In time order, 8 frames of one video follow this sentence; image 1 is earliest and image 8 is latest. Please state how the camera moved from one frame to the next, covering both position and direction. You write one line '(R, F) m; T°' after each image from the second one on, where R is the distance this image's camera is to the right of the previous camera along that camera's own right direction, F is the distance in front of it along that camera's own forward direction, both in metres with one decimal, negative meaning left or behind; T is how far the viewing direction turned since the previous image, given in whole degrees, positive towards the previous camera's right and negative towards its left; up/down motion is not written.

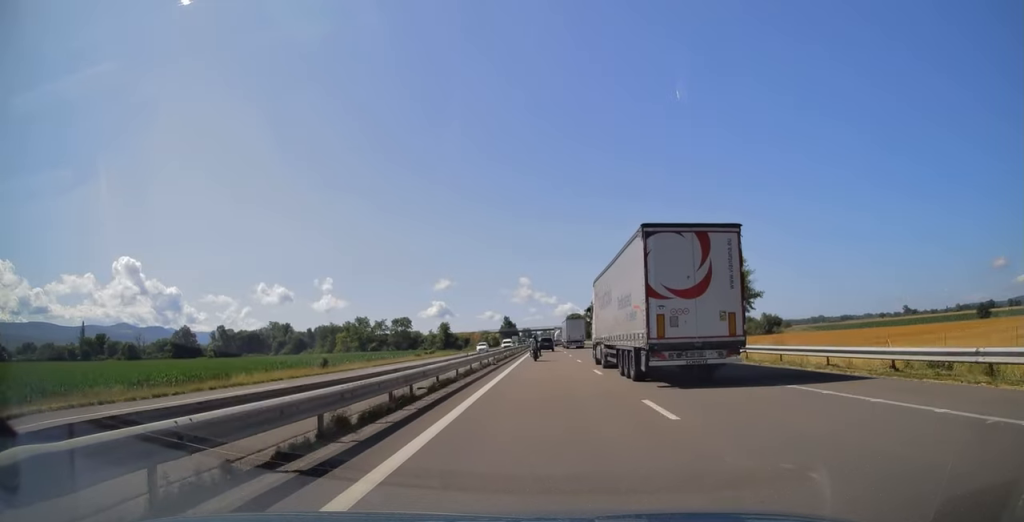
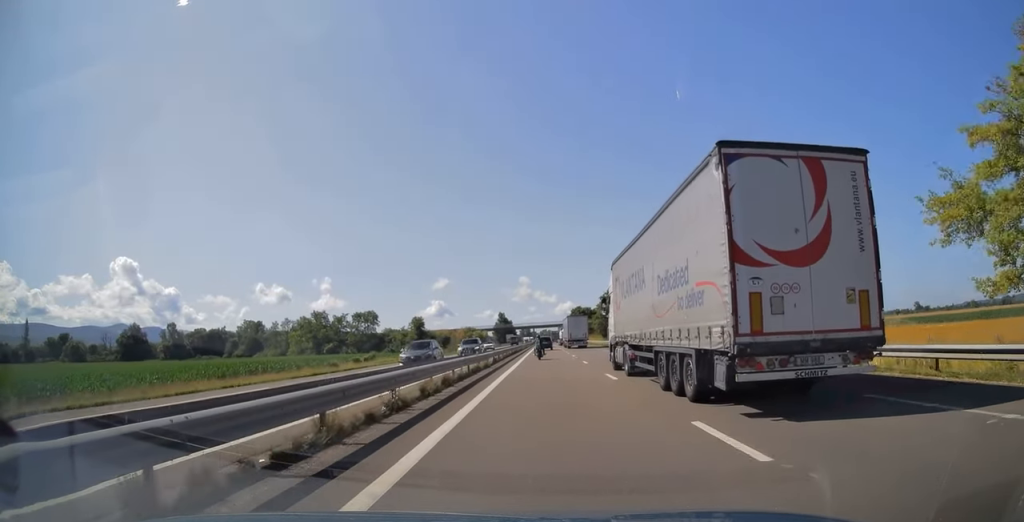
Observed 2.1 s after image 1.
(-0.1, +53.3) m; 0°
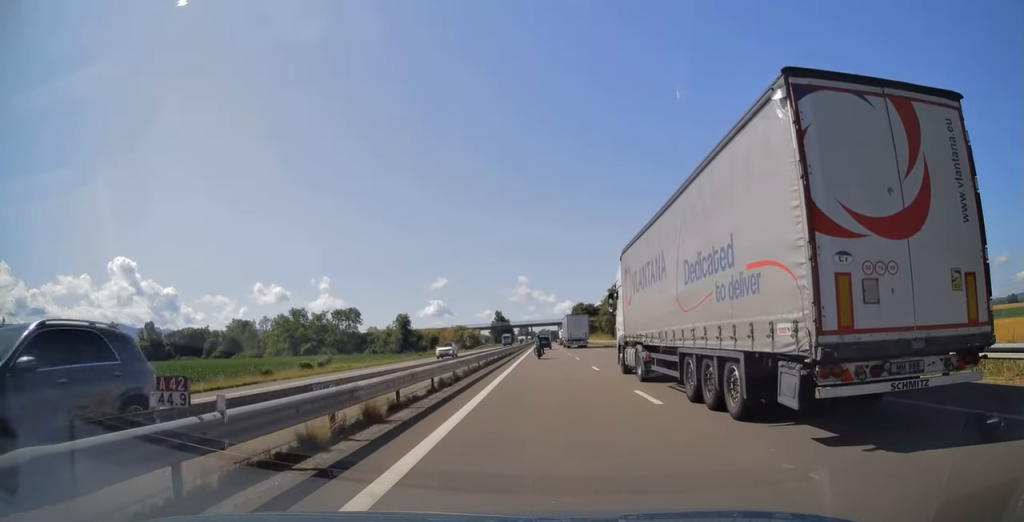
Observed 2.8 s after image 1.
(0.0, +19.5) m; 0°
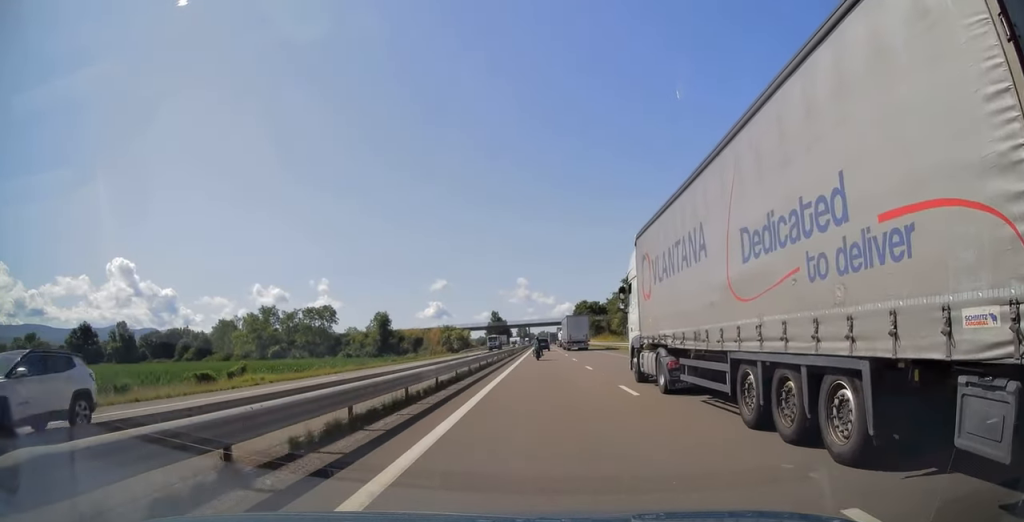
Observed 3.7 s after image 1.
(0.0, +22.7) m; 0°
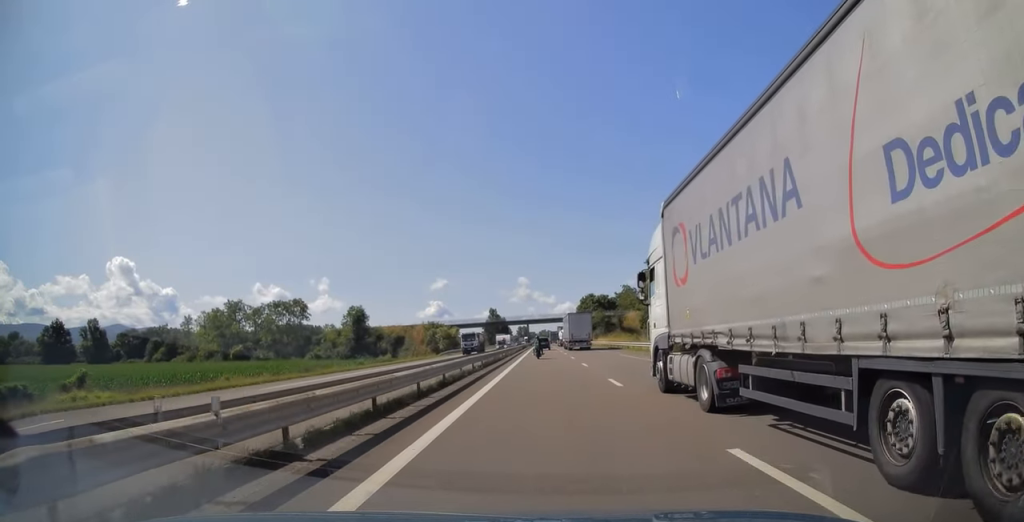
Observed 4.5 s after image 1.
(0.0, +22.2) m; 0°
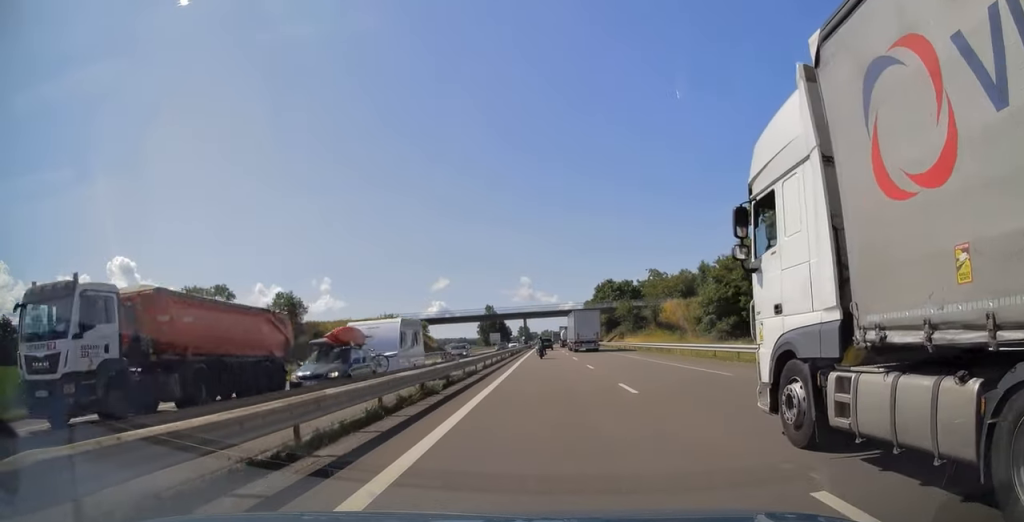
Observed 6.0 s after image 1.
(-0.1, +39.2) m; 0°
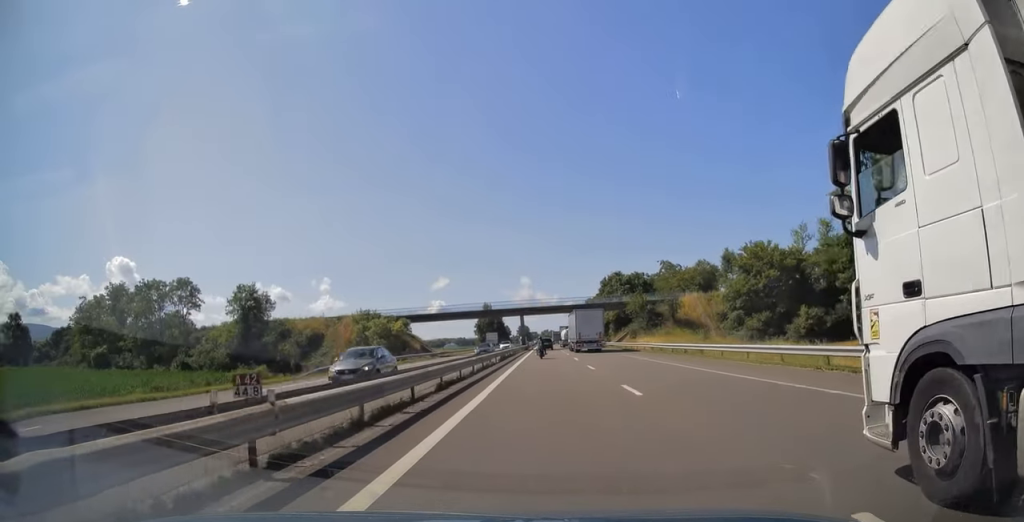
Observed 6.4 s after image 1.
(+0.1, +13.1) m; 0°
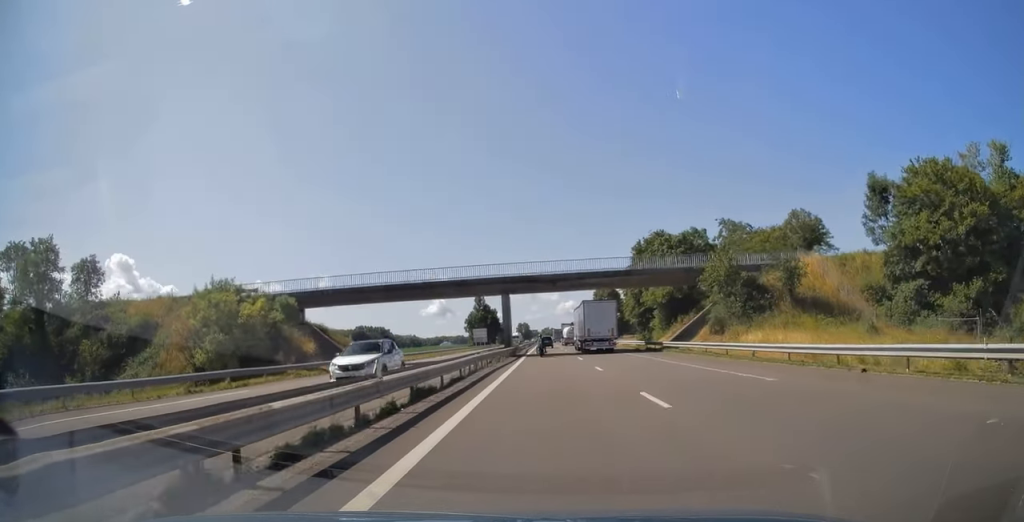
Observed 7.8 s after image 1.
(-0.1, +40.1) m; 0°
